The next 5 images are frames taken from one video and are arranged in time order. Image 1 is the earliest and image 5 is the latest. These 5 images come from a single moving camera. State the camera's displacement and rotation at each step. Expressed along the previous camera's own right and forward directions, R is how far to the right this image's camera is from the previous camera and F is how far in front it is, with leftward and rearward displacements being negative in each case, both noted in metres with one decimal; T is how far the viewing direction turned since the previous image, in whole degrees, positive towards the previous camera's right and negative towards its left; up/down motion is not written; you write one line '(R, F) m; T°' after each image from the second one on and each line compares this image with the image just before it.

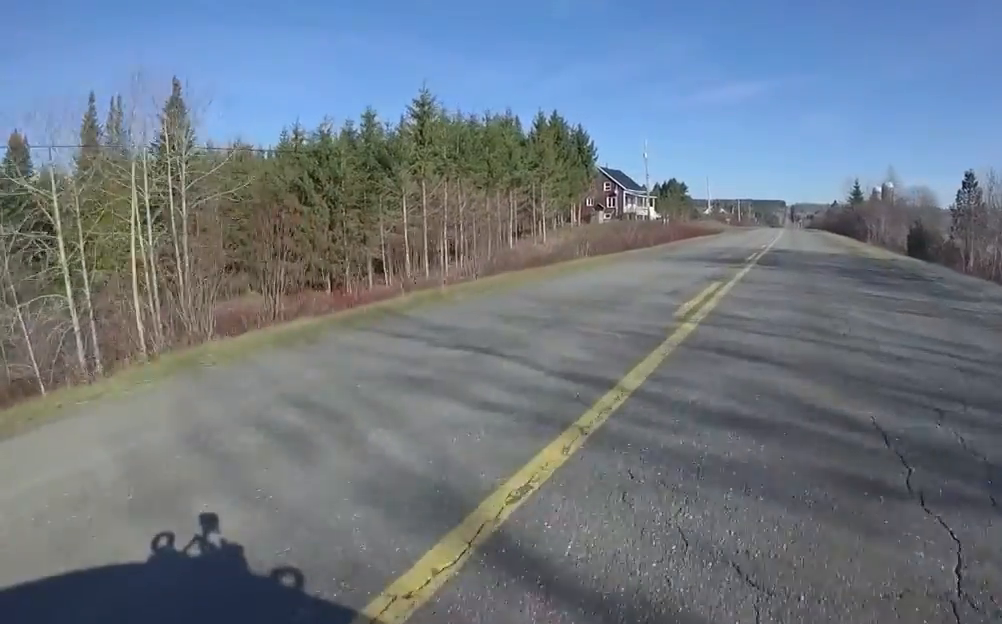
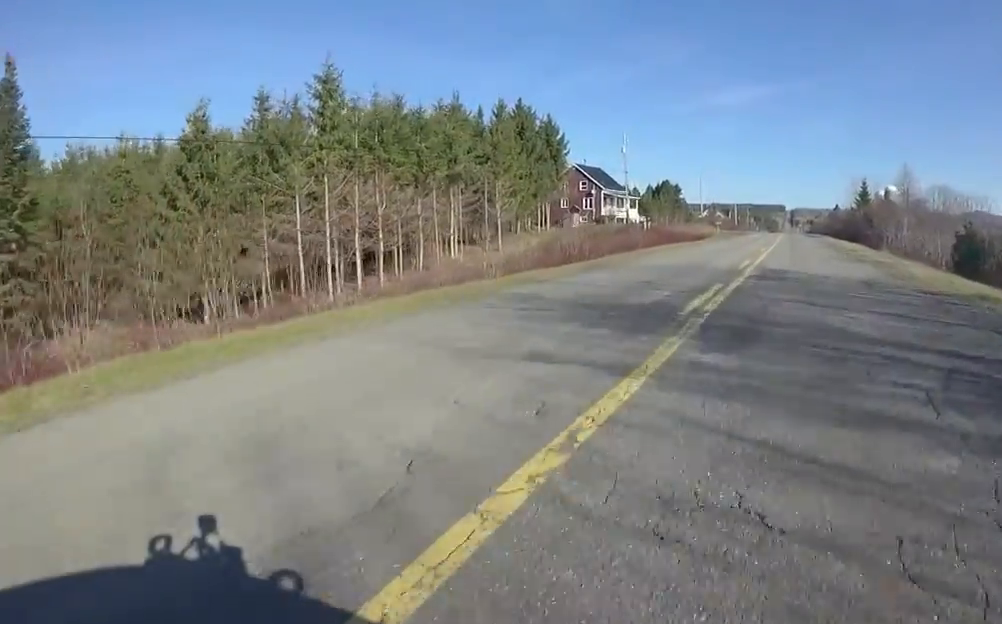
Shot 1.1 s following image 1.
(0.0, +9.5) m; 0°
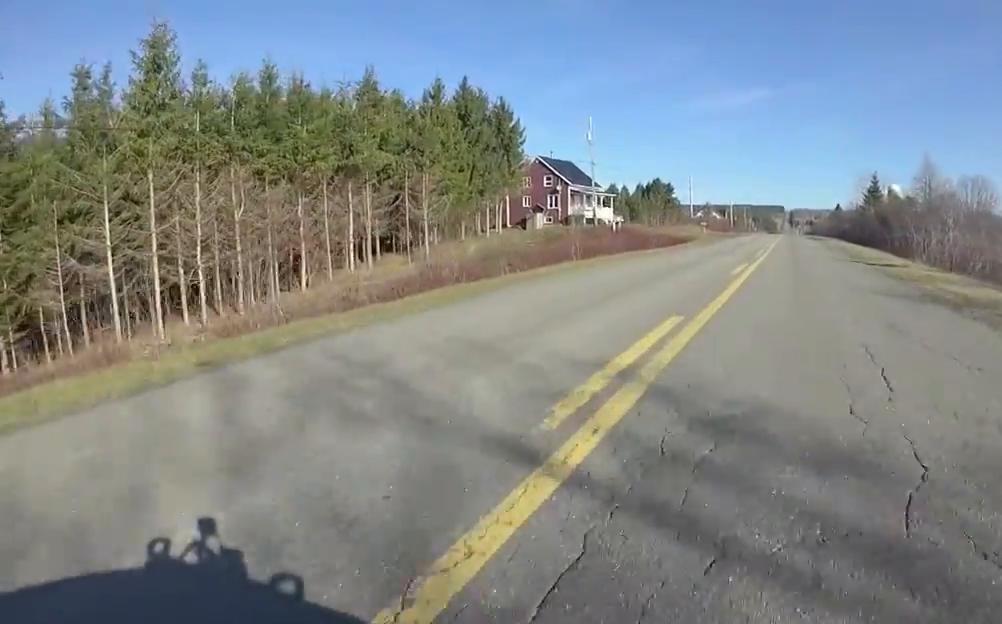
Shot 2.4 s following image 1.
(0.0, +10.9) m; 0°
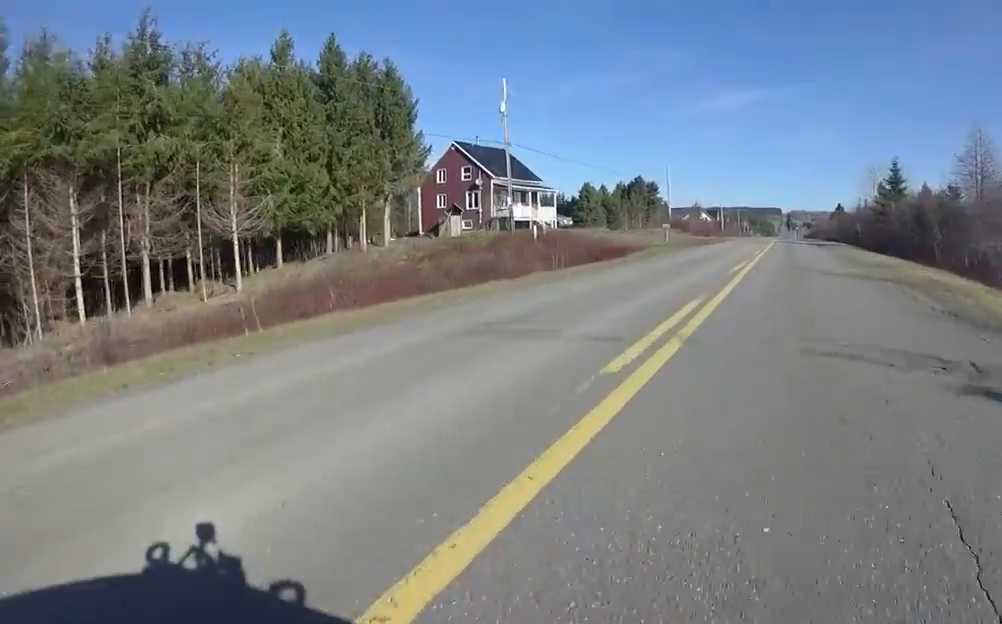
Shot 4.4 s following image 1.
(+0.1, +15.6) m; -4°
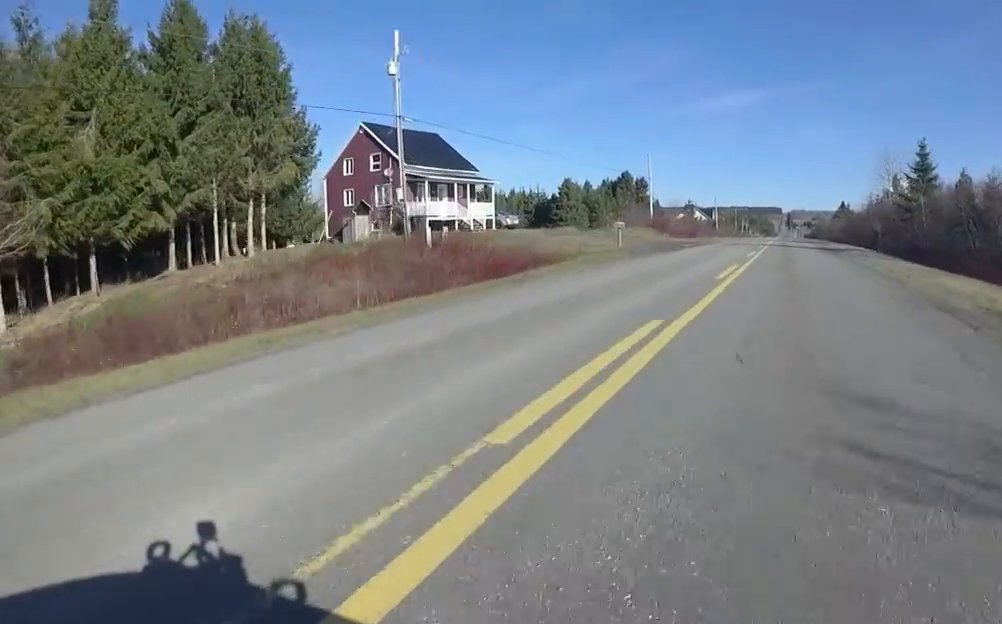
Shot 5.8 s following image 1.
(-0.2, +10.8) m; +3°
